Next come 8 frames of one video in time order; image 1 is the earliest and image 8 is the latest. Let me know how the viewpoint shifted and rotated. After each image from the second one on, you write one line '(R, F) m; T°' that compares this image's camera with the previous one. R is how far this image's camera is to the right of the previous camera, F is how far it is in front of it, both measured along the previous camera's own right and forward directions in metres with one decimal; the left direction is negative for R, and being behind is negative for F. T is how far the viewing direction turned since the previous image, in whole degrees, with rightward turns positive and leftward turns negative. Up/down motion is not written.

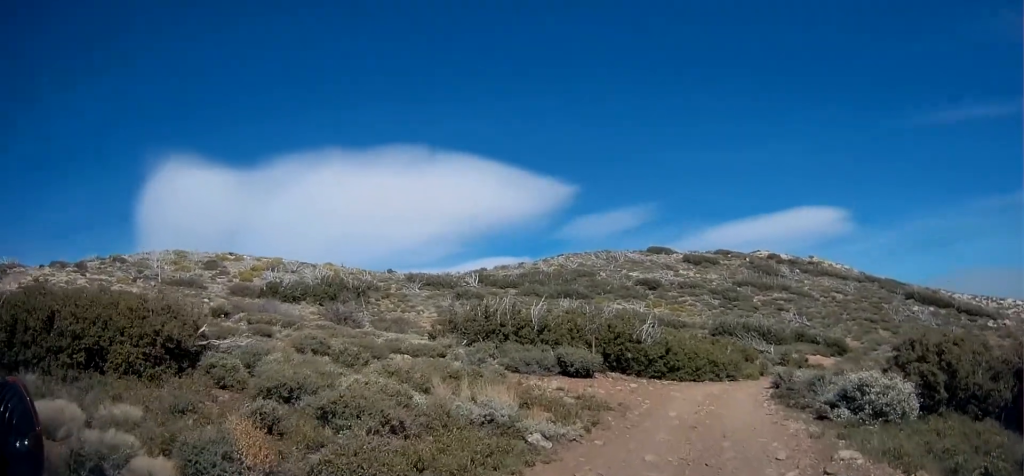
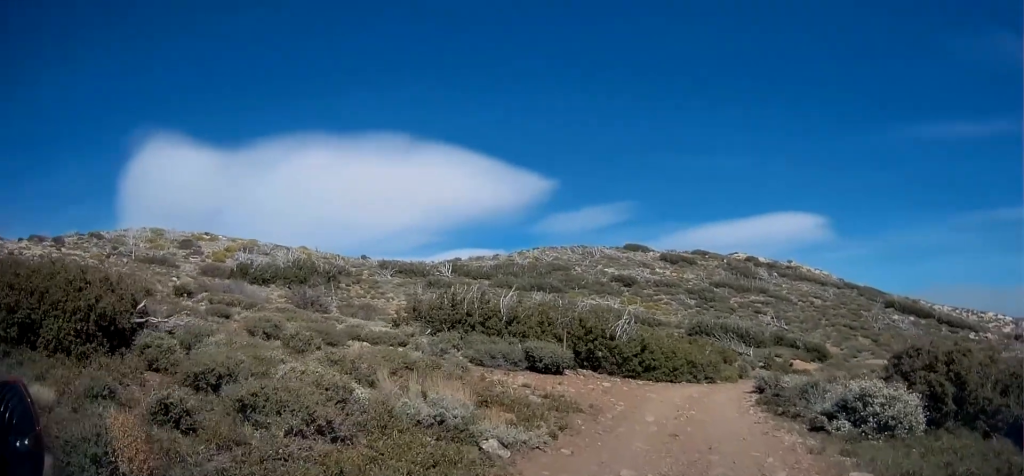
(+0.1, +1.3) m; +4°
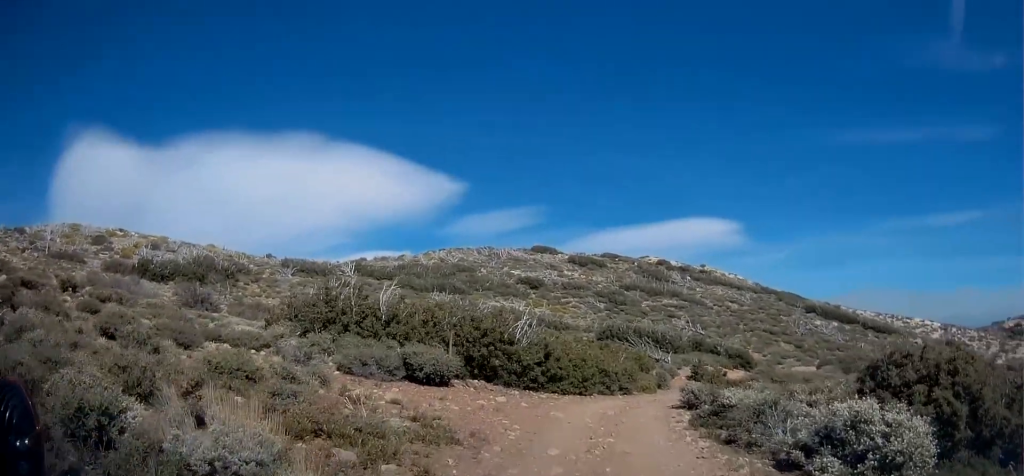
(+0.3, +2.9) m; +7°
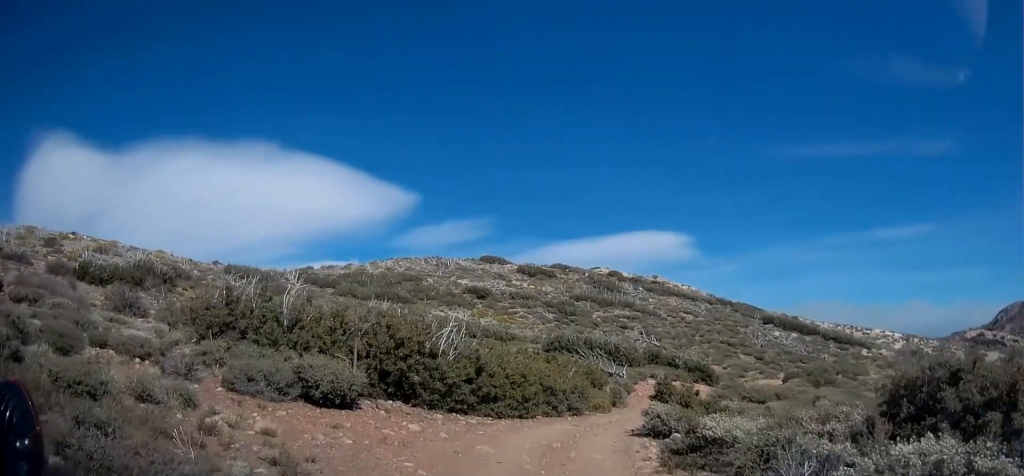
(+0.1, +2.8) m; +1°
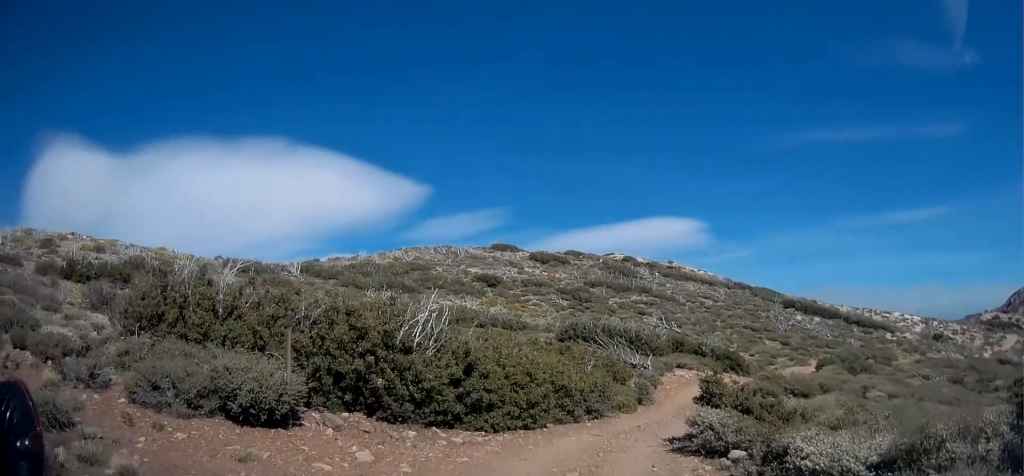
(-0.1, +3.3) m; 0°
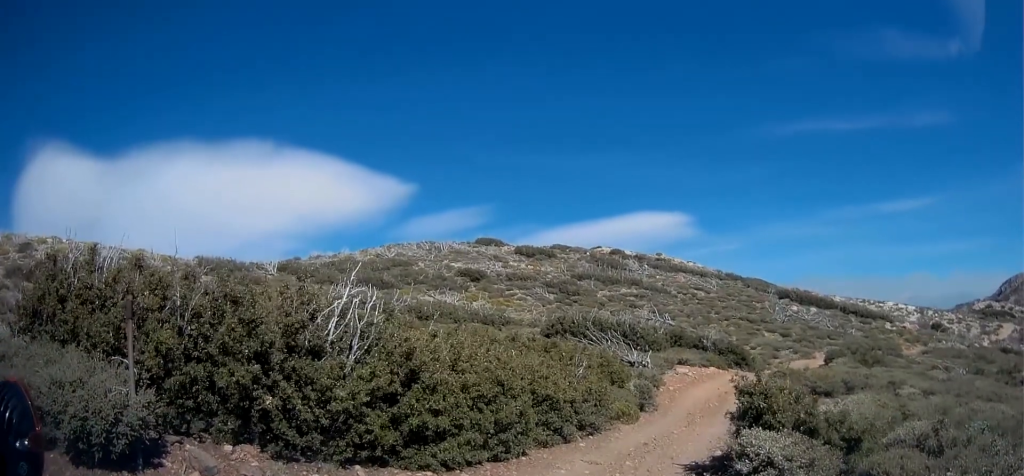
(0.0, +4.4) m; 0°
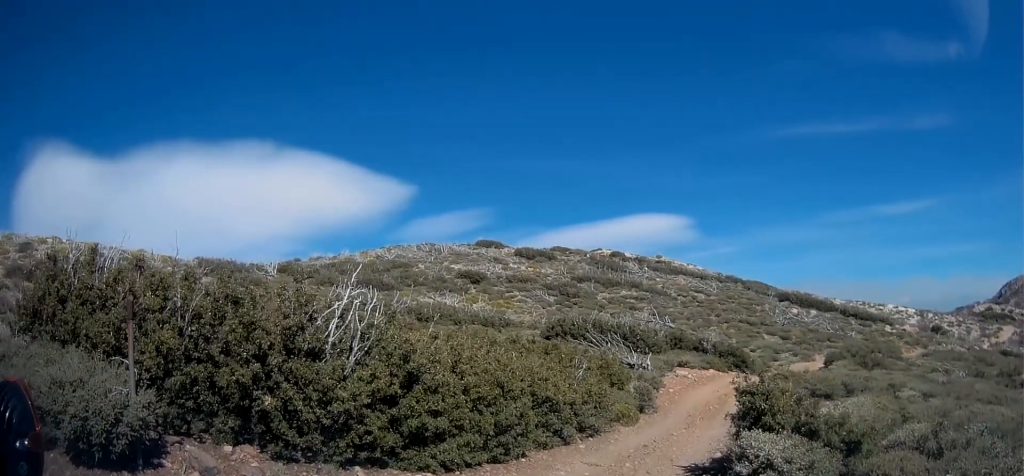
(-0.1, +0.4) m; 0°
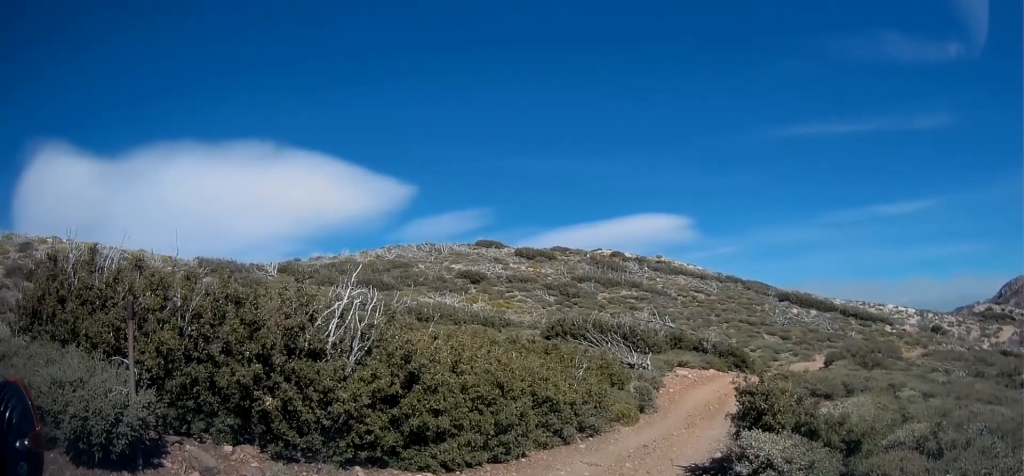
(0.0, 0.0) m; 0°
